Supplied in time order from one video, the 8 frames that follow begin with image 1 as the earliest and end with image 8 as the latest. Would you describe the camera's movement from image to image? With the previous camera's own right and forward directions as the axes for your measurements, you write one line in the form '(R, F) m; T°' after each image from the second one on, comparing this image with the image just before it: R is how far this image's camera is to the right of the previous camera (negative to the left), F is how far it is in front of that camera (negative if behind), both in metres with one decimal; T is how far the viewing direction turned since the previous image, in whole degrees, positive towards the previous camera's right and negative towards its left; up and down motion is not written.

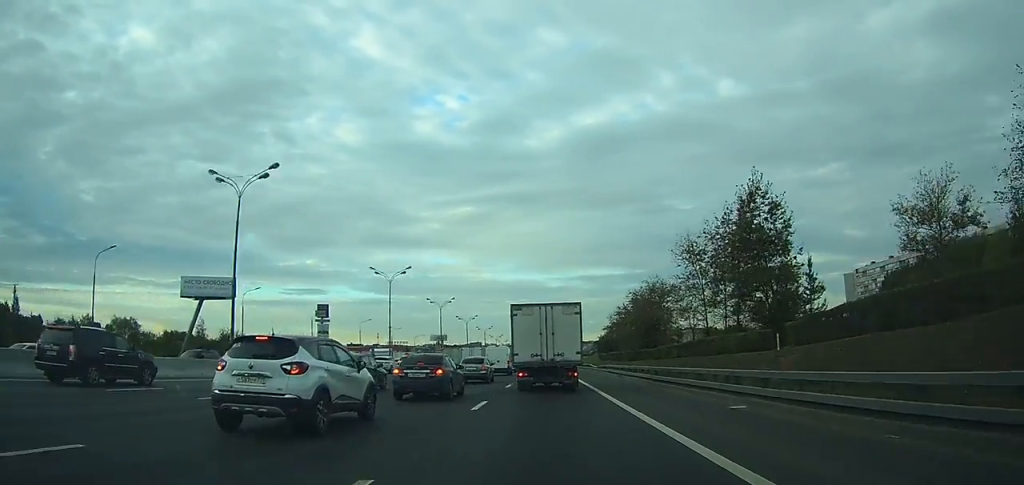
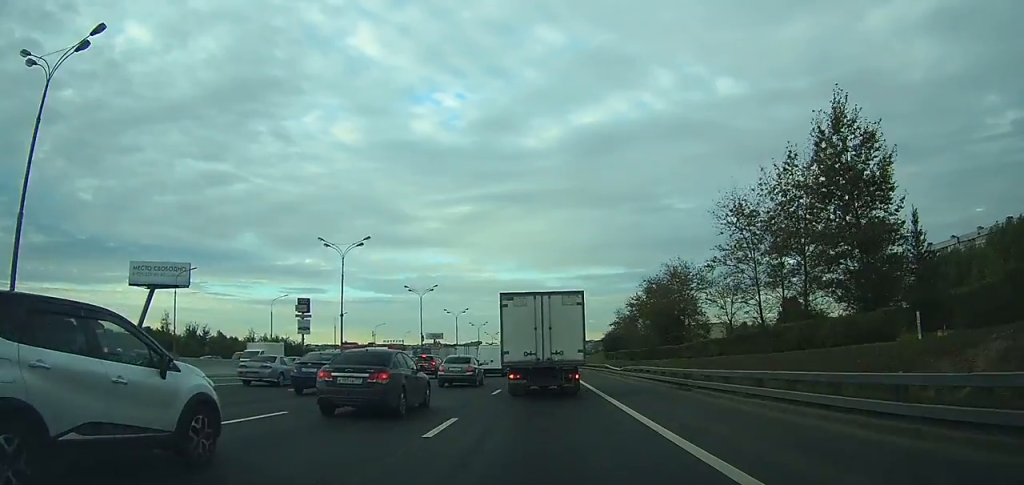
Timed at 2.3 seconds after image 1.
(0.0, +17.6) m; 0°
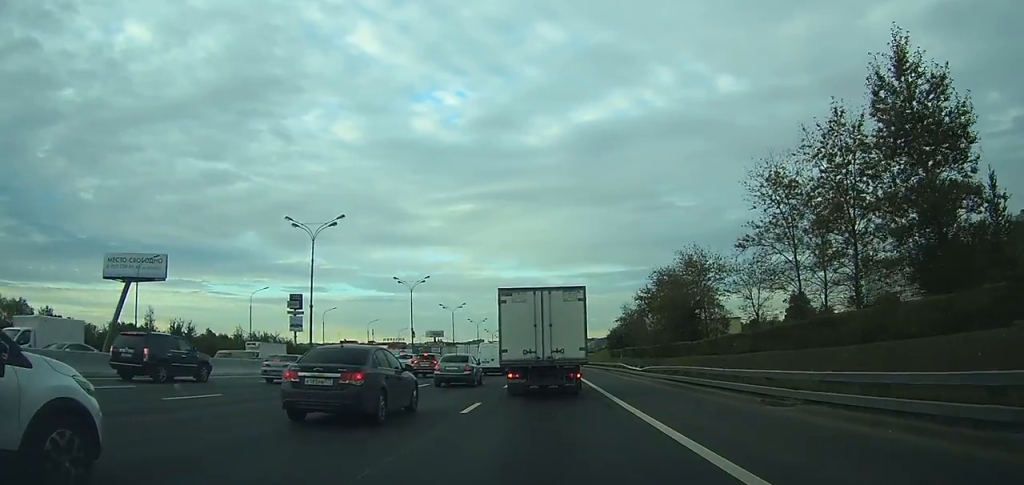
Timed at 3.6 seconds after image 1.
(0.0, +8.5) m; +1°
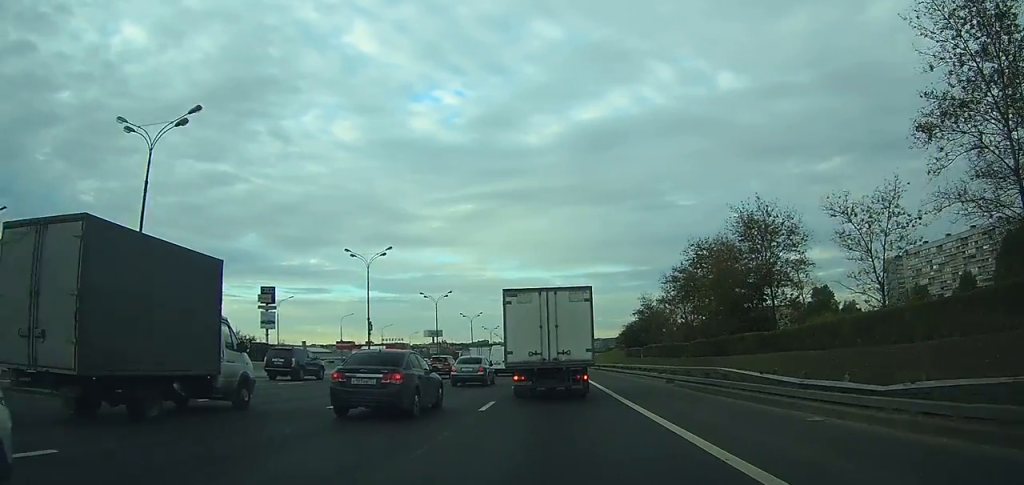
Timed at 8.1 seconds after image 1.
(+0.2, +24.3) m; 0°
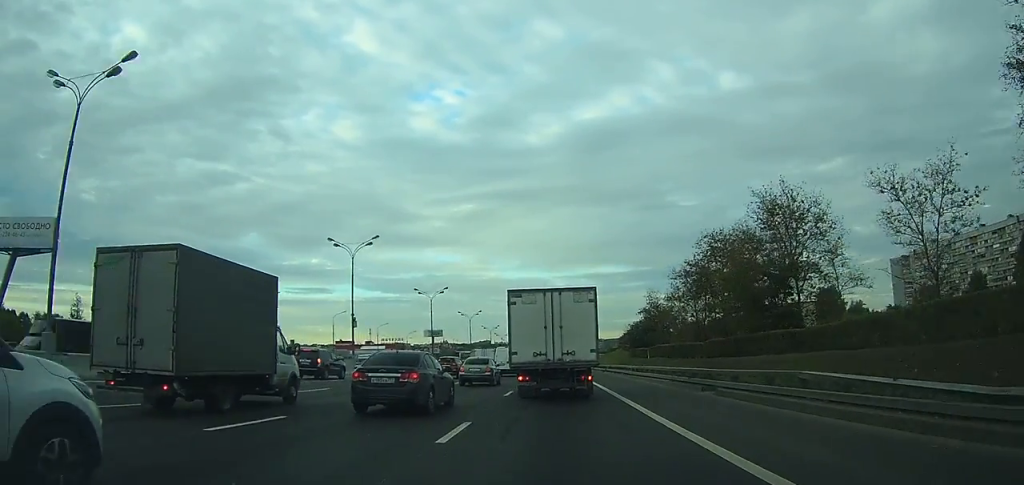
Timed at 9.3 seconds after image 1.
(0.0, +5.3) m; 0°
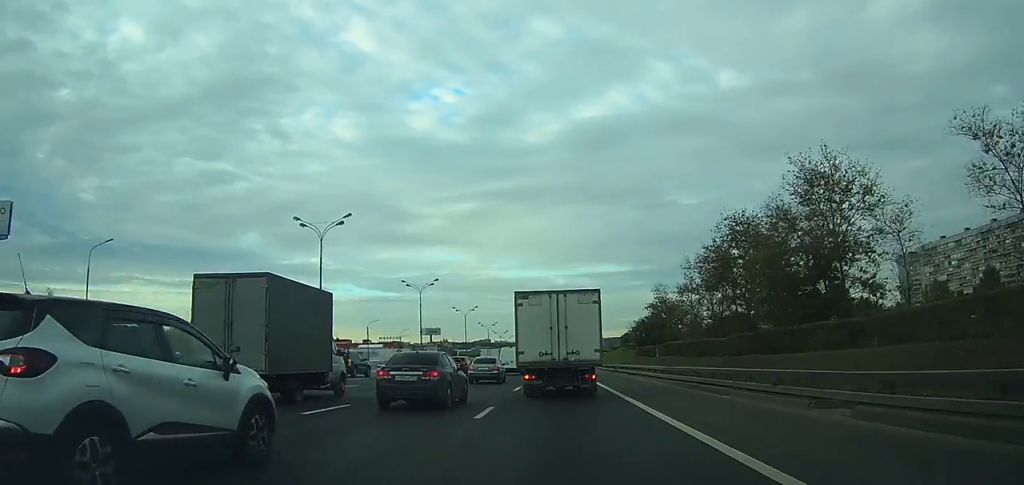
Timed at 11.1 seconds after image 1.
(0.0, +8.3) m; 0°
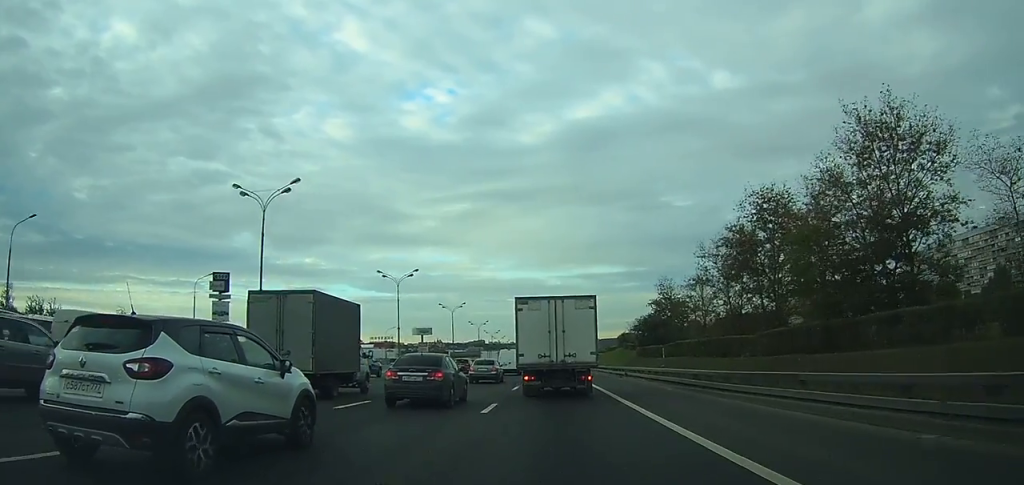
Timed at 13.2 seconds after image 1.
(-0.1, +10.1) m; 0°
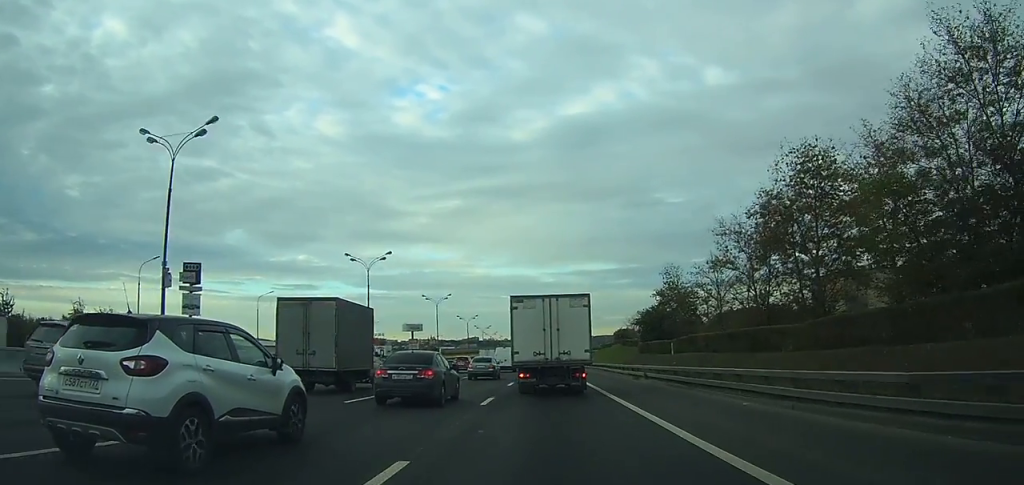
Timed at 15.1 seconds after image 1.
(0.0, +9.9) m; 0°
